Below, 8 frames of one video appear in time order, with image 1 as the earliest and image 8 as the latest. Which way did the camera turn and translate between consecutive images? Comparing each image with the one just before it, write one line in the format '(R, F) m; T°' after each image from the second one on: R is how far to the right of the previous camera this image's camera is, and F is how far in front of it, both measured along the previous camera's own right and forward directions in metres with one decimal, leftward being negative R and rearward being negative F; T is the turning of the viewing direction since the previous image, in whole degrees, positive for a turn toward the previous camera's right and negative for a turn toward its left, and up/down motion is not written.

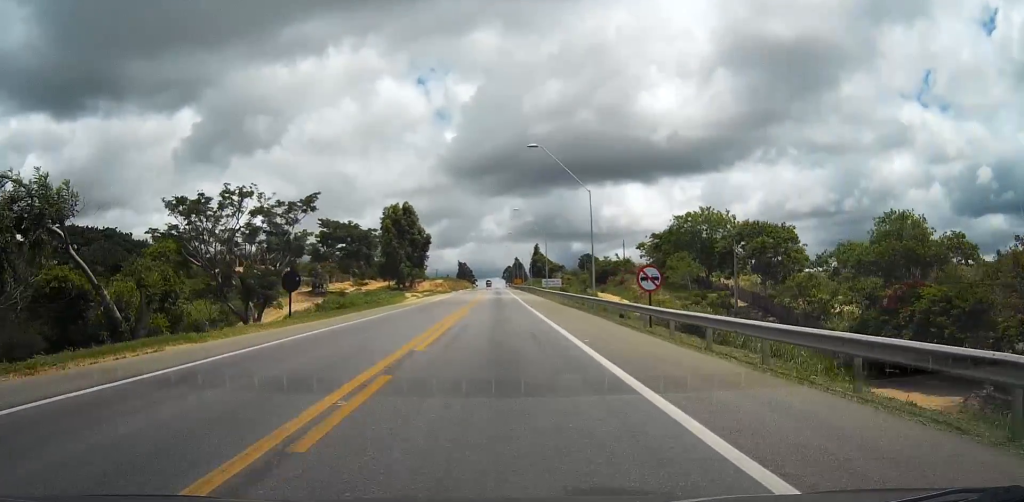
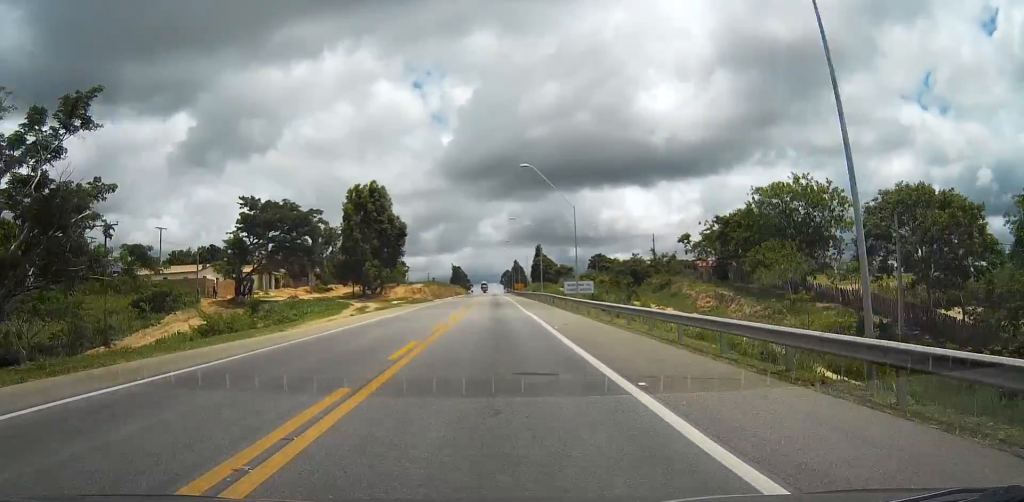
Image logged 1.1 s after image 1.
(+0.1, +33.8) m; 0°
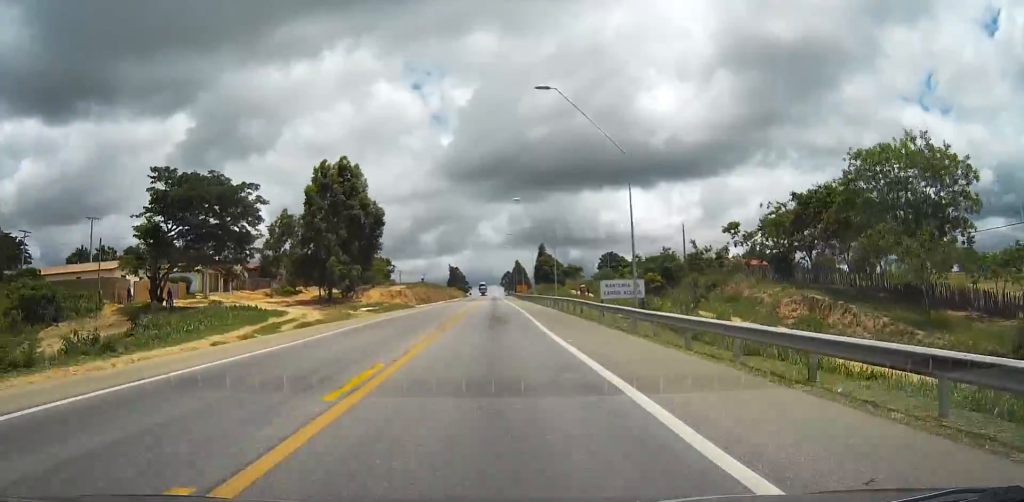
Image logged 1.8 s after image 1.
(0.0, +21.4) m; 0°
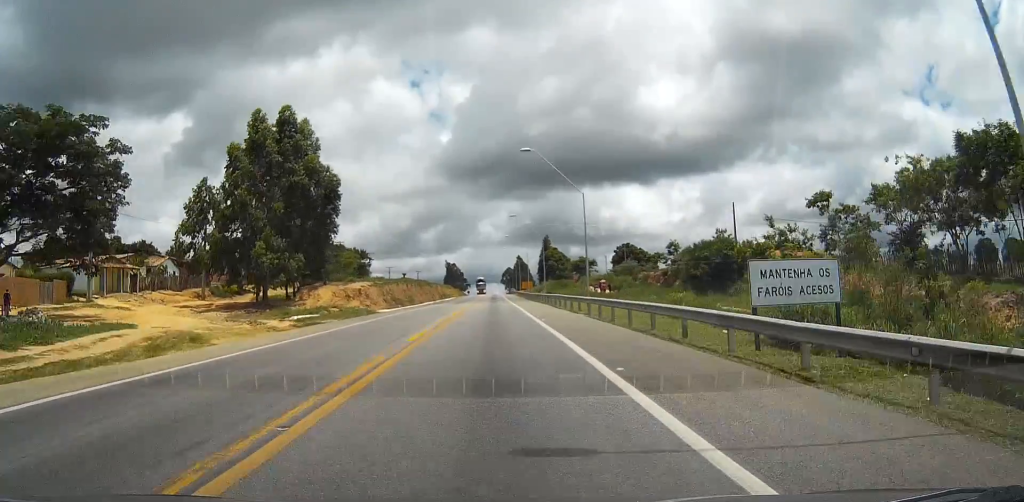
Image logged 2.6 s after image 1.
(0.0, +24.3) m; 0°
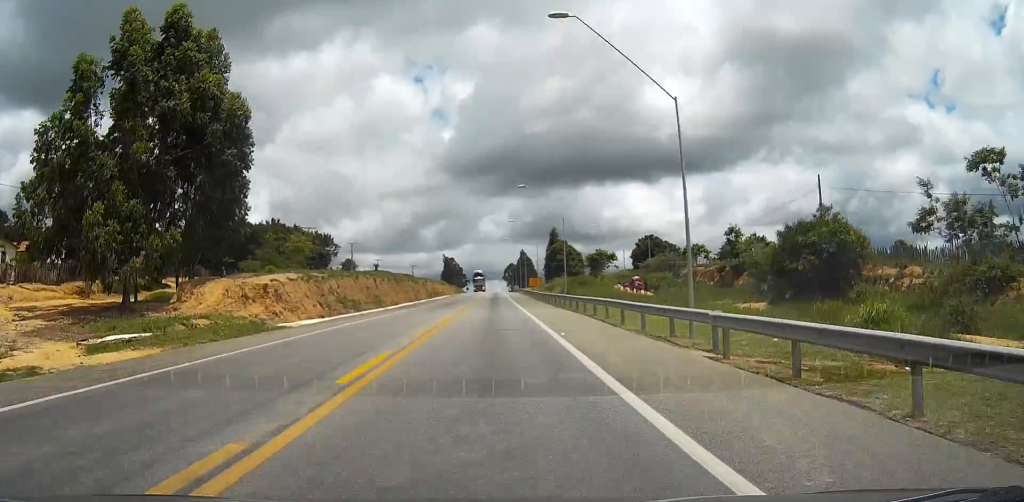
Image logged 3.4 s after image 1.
(0.0, +24.1) m; 0°
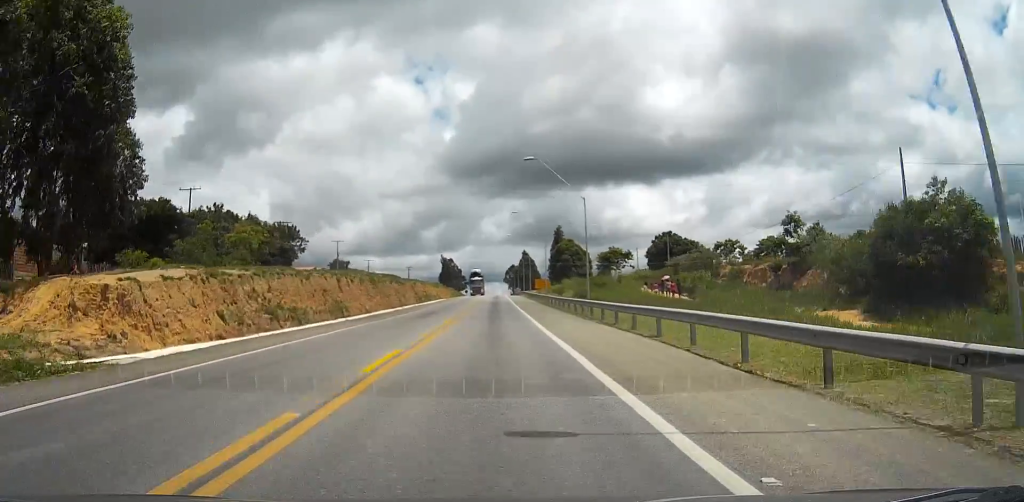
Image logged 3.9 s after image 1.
(0.0, +14.4) m; 0°
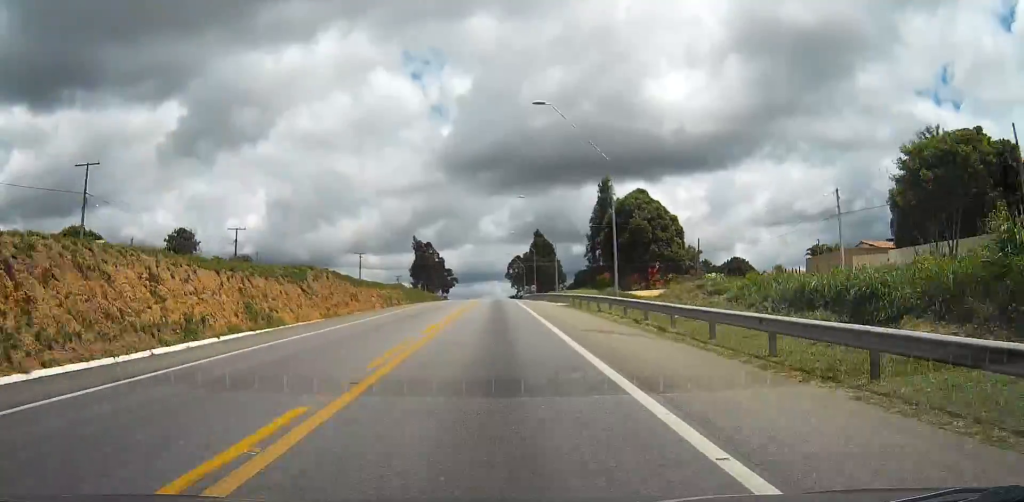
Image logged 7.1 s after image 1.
(-0.1, +88.7) m; 0°
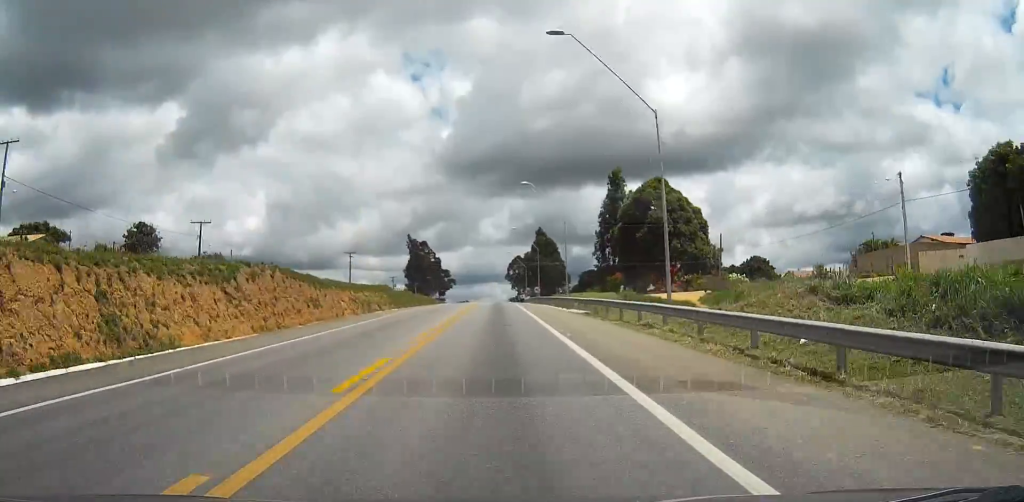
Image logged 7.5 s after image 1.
(0.0, +10.9) m; 0°
